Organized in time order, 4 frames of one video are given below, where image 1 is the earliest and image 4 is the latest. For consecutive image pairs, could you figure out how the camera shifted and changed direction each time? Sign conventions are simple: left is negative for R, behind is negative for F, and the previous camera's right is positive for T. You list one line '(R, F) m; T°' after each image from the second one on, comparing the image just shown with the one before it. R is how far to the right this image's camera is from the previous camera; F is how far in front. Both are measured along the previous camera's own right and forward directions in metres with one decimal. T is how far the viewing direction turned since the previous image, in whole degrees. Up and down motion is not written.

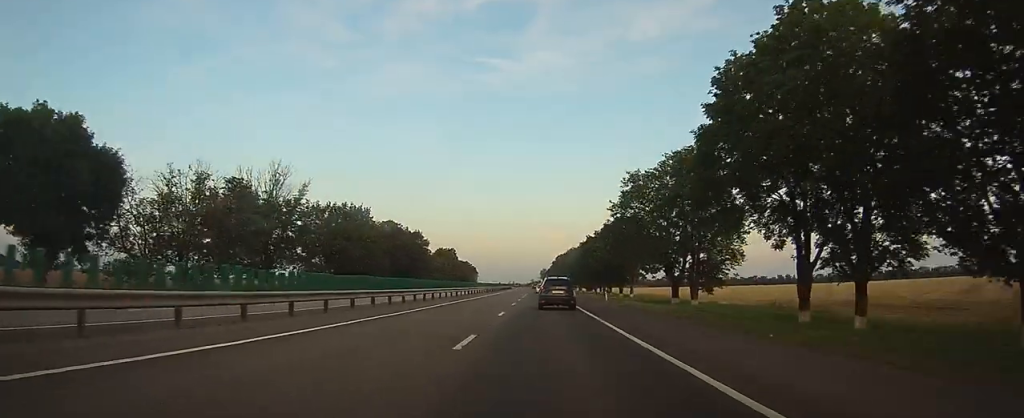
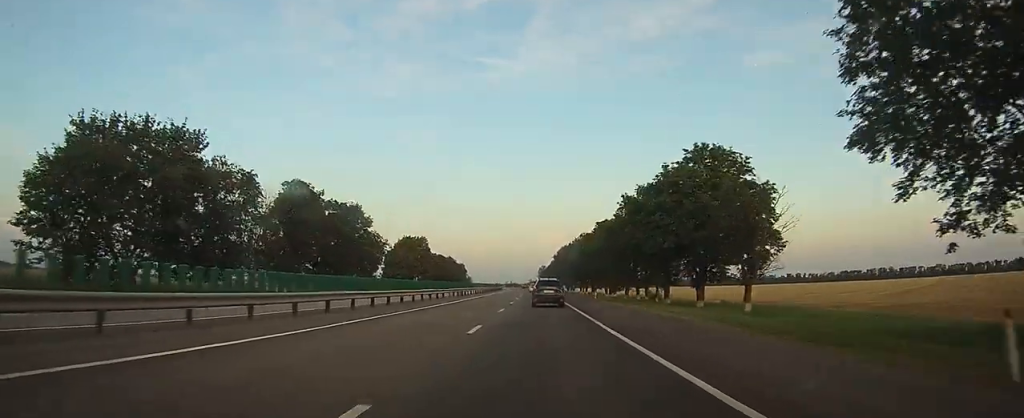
(-0.1, +44.6) m; 0°
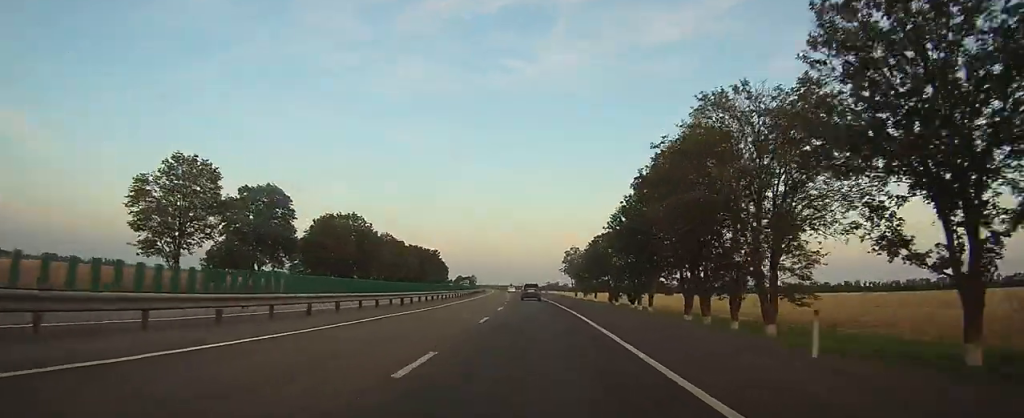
(+0.1, +127.8) m; -1°
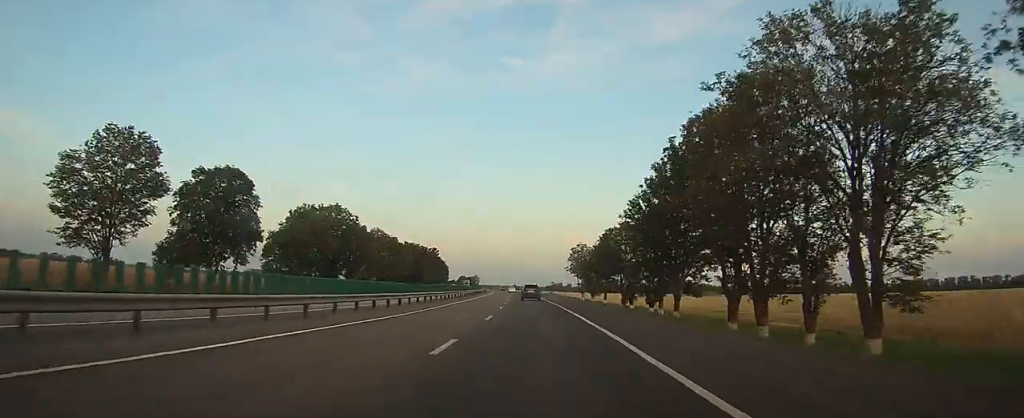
(0.0, +9.4) m; 0°
